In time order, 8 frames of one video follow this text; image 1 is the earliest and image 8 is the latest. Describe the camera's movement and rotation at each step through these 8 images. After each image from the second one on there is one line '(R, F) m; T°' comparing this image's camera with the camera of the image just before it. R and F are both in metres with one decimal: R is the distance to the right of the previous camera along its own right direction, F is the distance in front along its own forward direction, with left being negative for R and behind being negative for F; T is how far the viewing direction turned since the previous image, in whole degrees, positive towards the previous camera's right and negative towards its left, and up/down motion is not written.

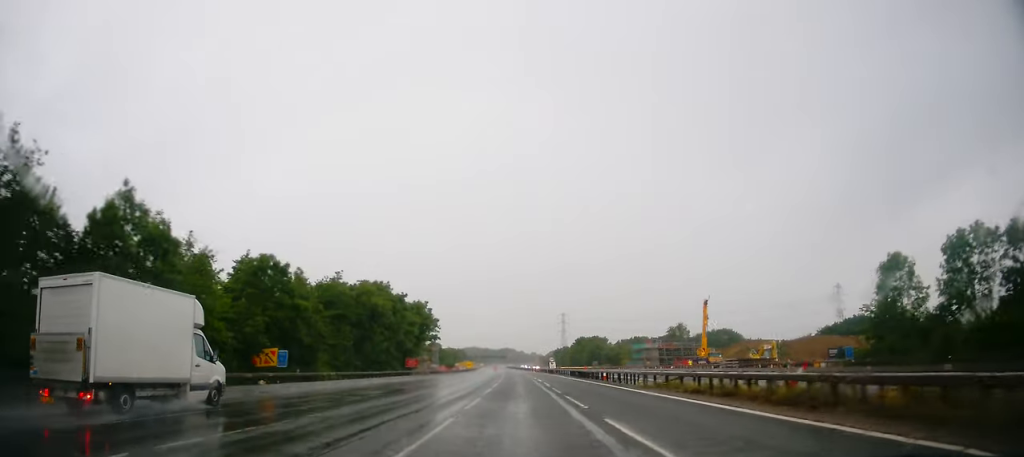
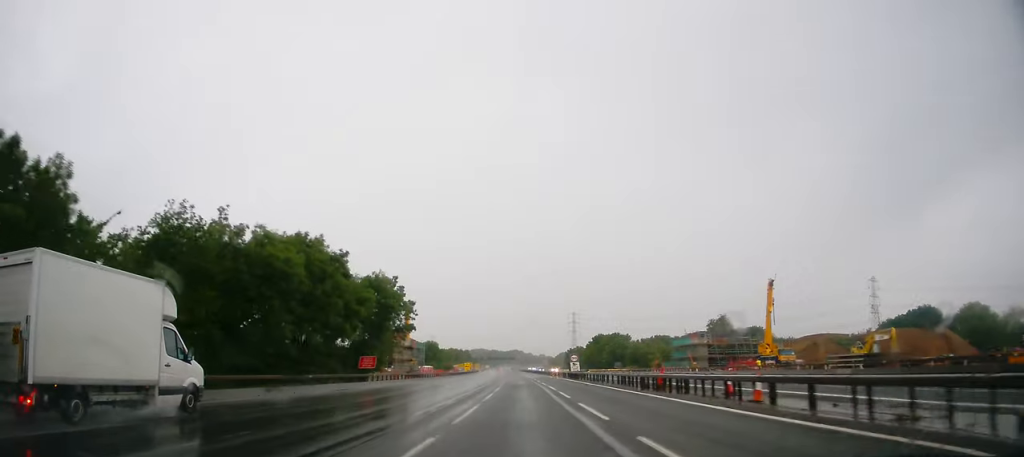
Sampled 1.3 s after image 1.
(-0.2, +29.3) m; -1°
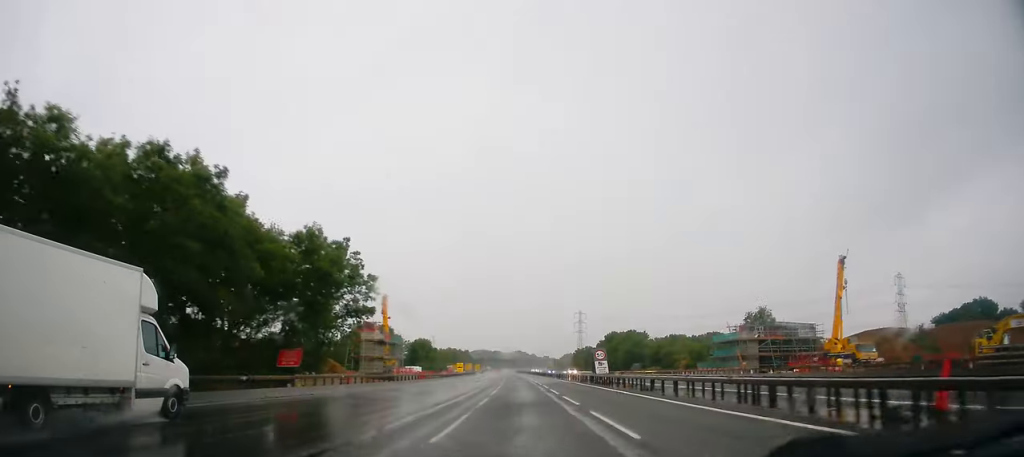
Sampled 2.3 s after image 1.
(0.0, +21.5) m; -1°
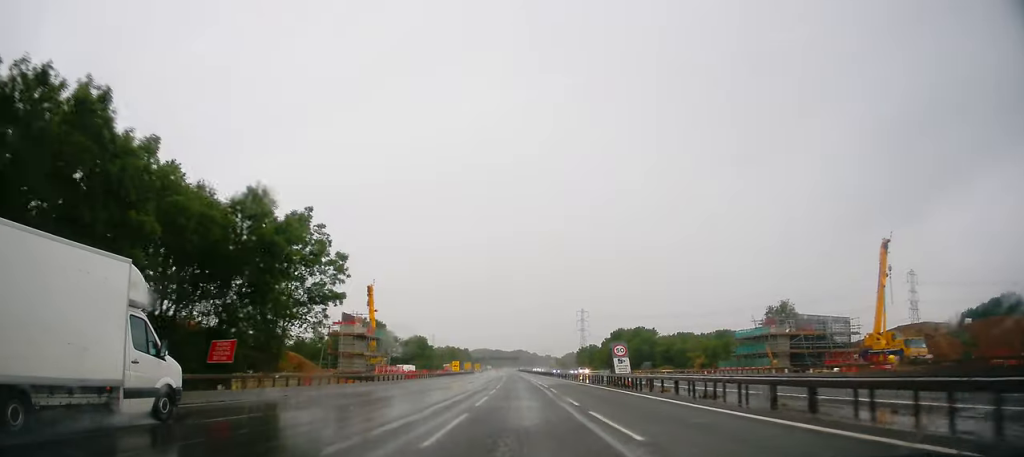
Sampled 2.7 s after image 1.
(-0.1, +9.6) m; 0°
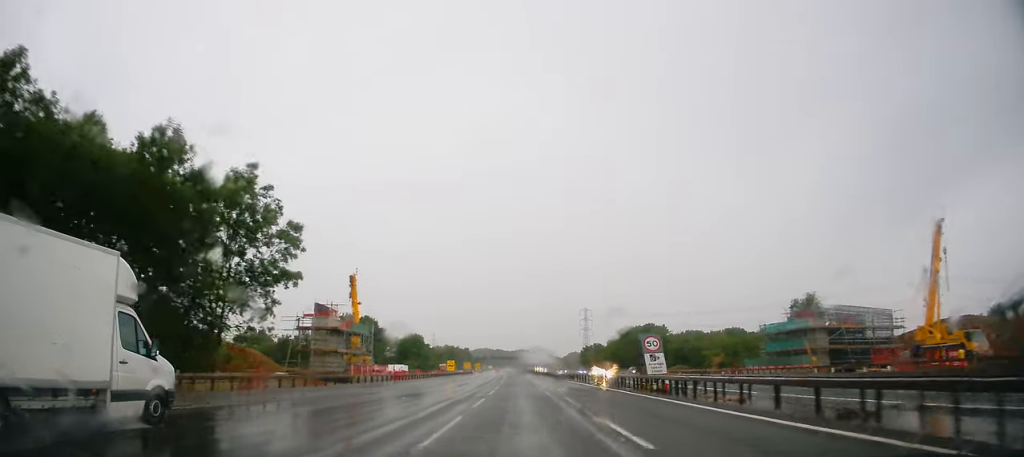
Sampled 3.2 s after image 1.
(-0.2, +9.7) m; 0°
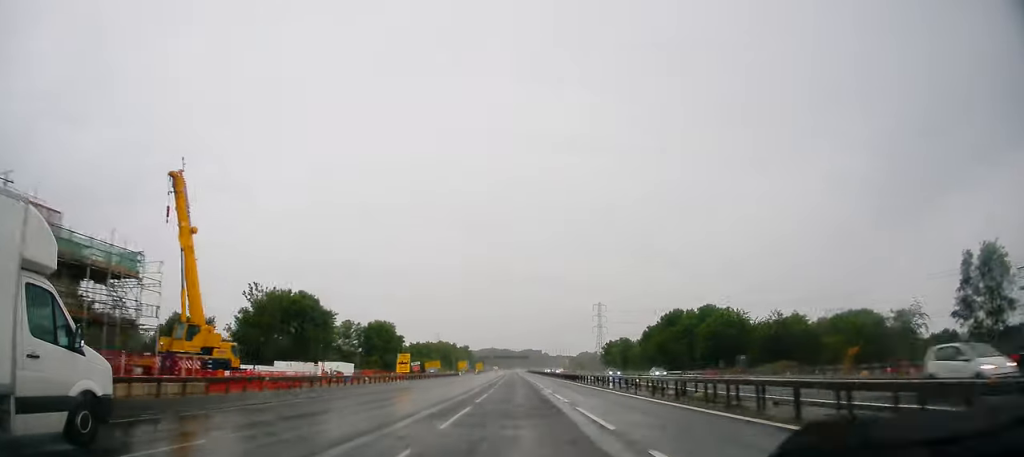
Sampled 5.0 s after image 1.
(+0.2, +42.1) m; 0°
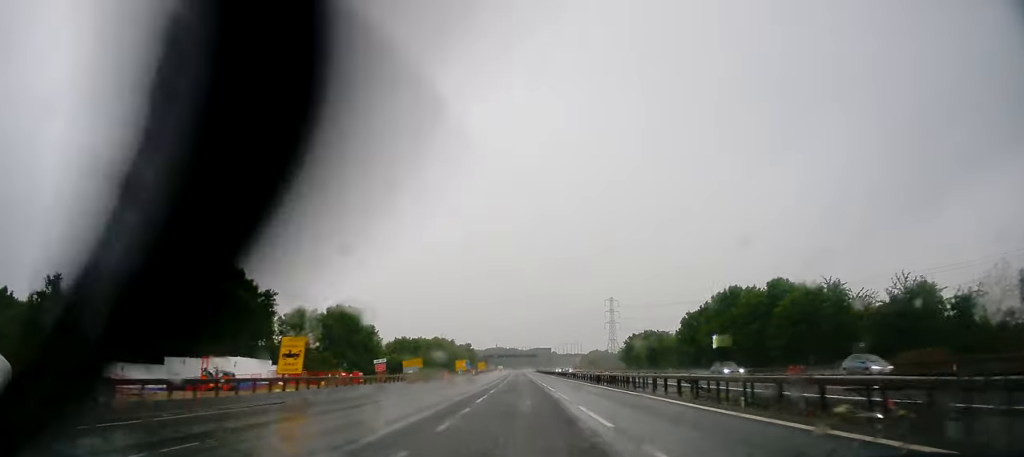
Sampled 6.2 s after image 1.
(+0.2, +27.7) m; 0°
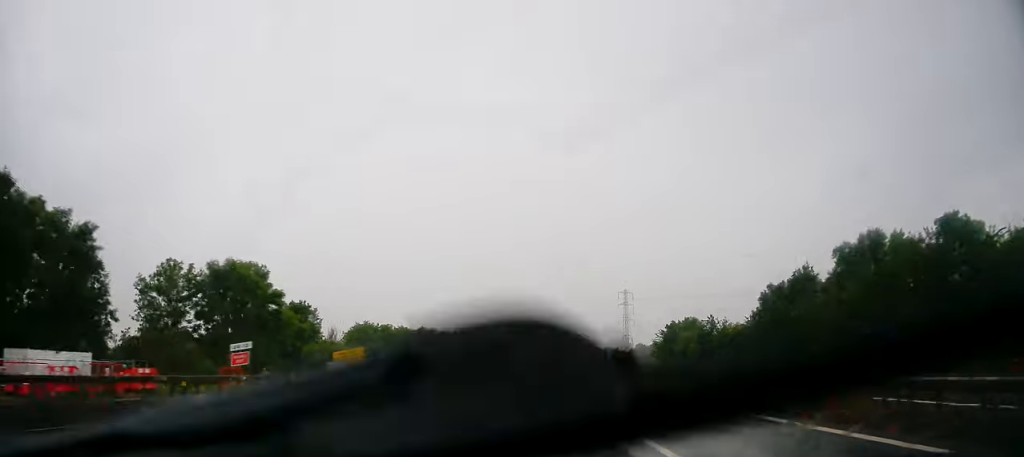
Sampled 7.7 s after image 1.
(-0.9, +35.3) m; -2°
